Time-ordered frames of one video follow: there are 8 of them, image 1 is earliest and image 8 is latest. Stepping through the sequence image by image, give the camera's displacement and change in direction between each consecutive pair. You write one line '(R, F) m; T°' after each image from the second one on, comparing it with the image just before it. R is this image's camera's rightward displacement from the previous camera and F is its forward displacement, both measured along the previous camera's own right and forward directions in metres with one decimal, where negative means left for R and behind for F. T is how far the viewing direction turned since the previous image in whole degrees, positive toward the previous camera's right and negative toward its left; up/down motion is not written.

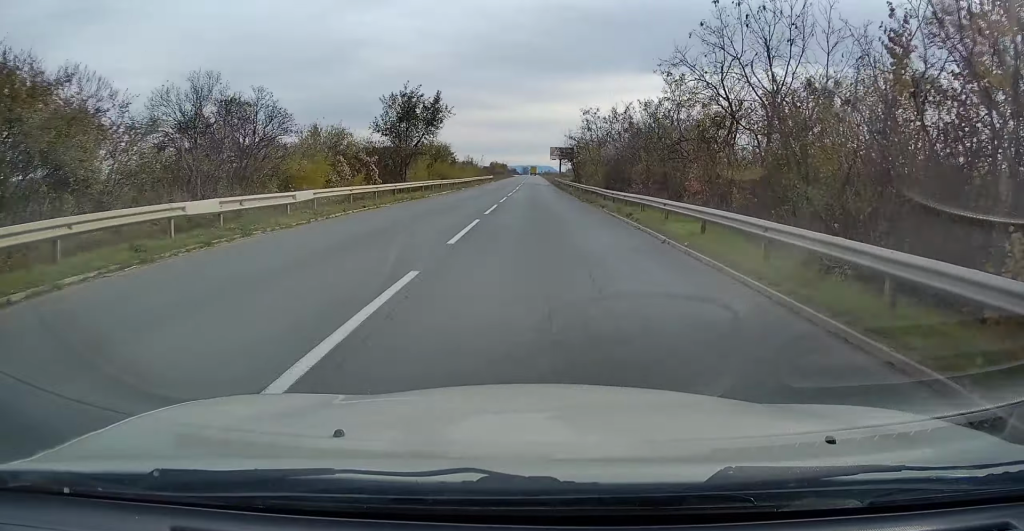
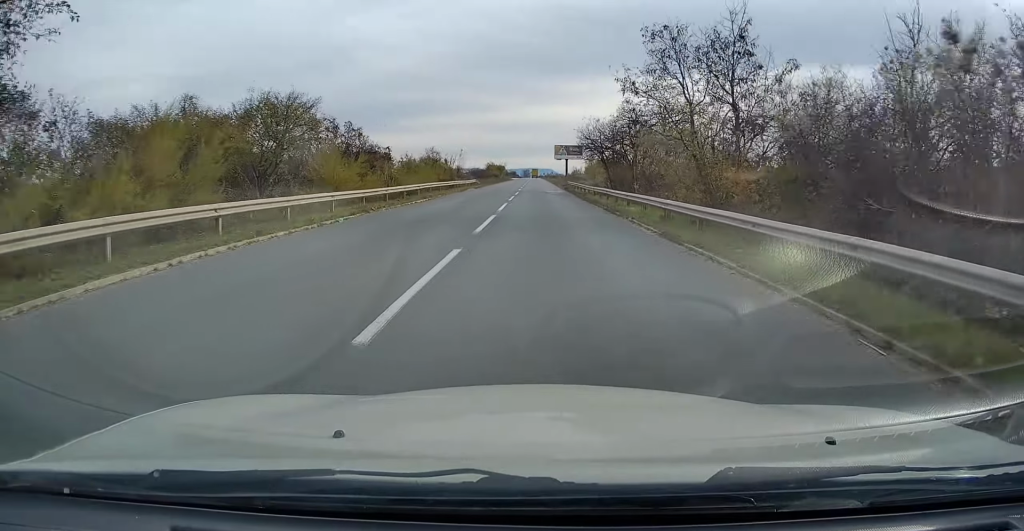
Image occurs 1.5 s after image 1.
(-0.2, +35.2) m; 0°
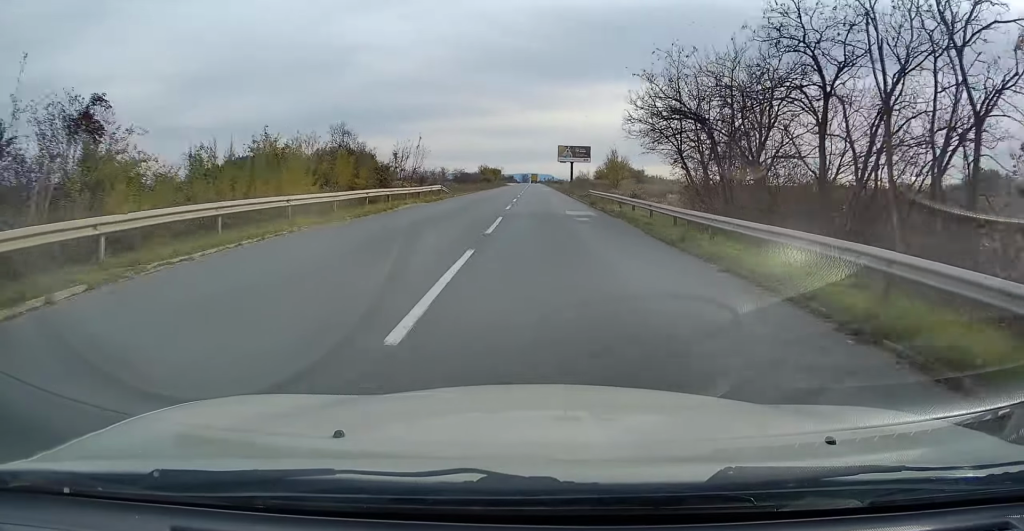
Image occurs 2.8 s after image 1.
(0.0, +28.0) m; 0°
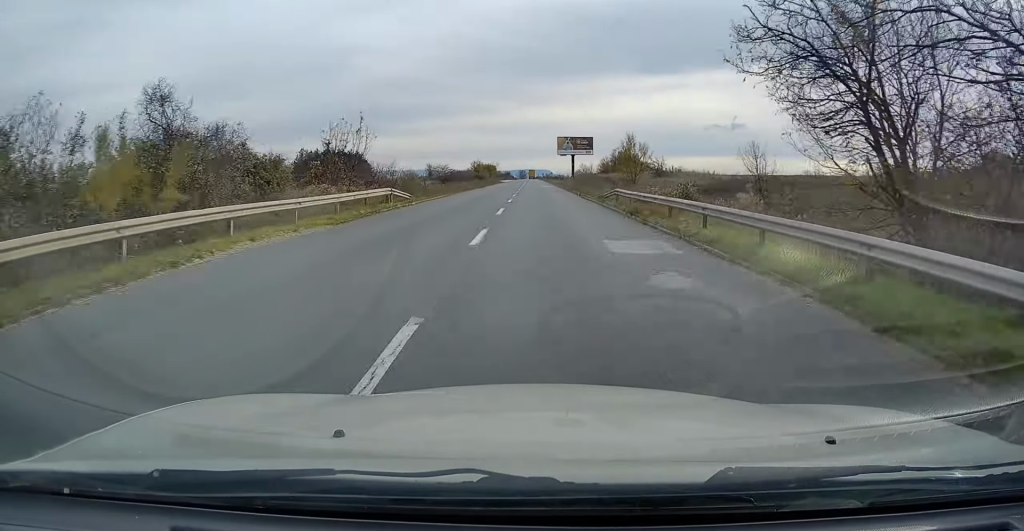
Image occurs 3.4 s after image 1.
(+0.1, +15.0) m; 0°
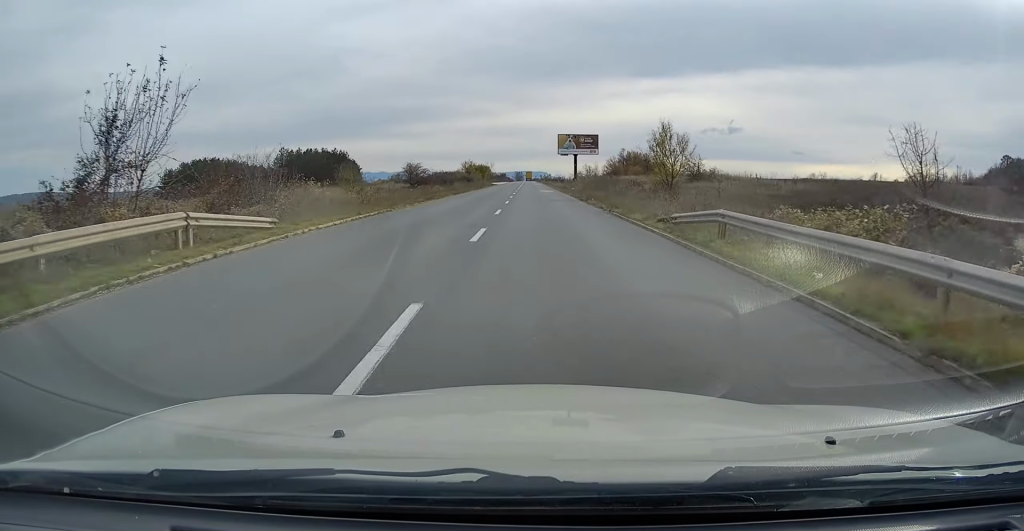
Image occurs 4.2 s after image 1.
(+0.1, +17.2) m; 0°
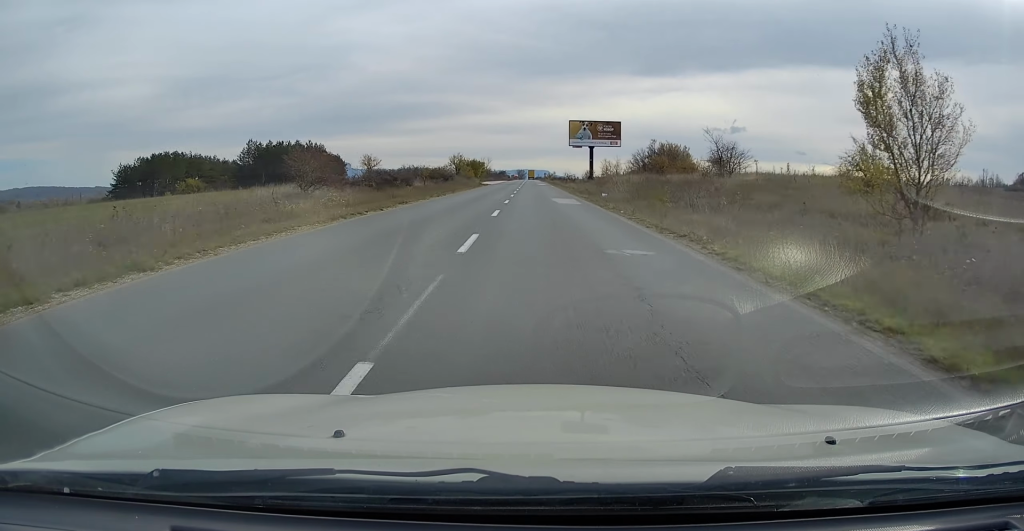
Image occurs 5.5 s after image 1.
(-0.2, +29.3) m; 0°
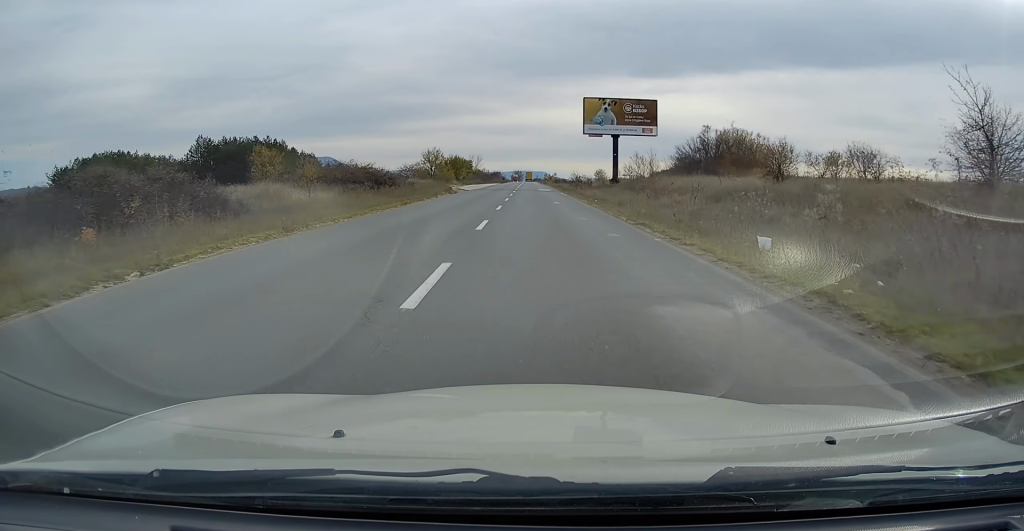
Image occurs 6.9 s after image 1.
(+0.1, +30.8) m; 0°
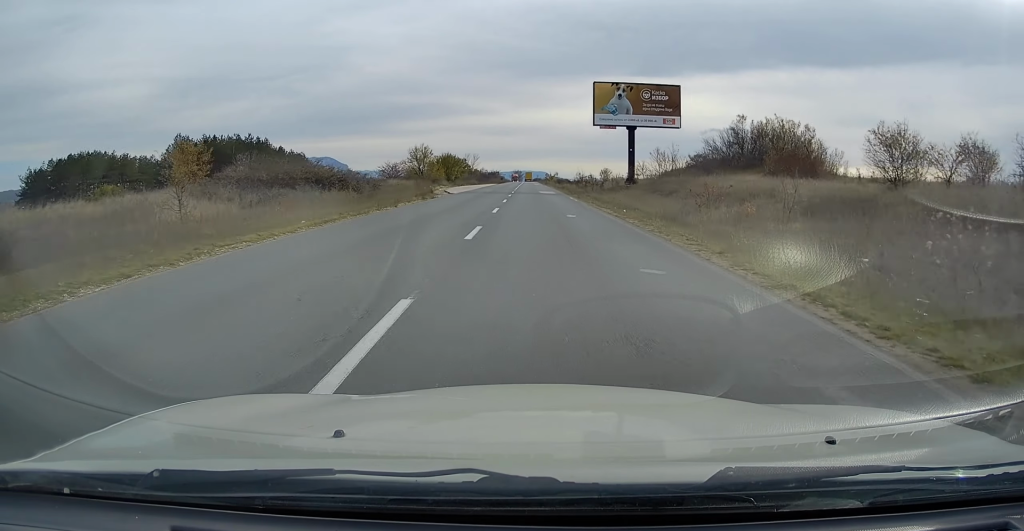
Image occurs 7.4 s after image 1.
(0.0, +11.3) m; 0°
